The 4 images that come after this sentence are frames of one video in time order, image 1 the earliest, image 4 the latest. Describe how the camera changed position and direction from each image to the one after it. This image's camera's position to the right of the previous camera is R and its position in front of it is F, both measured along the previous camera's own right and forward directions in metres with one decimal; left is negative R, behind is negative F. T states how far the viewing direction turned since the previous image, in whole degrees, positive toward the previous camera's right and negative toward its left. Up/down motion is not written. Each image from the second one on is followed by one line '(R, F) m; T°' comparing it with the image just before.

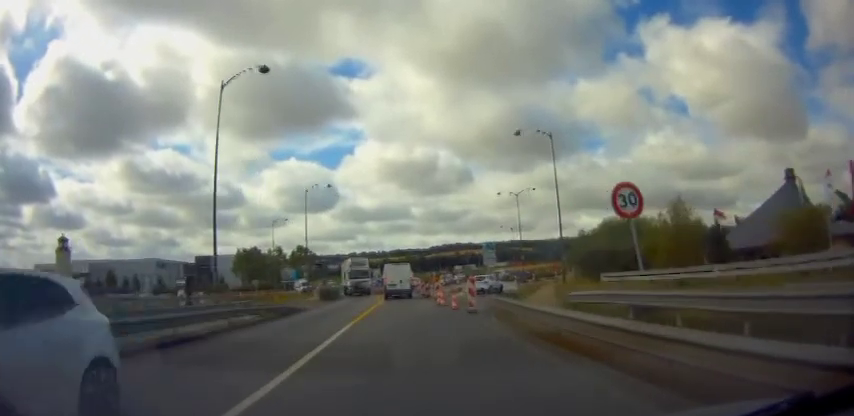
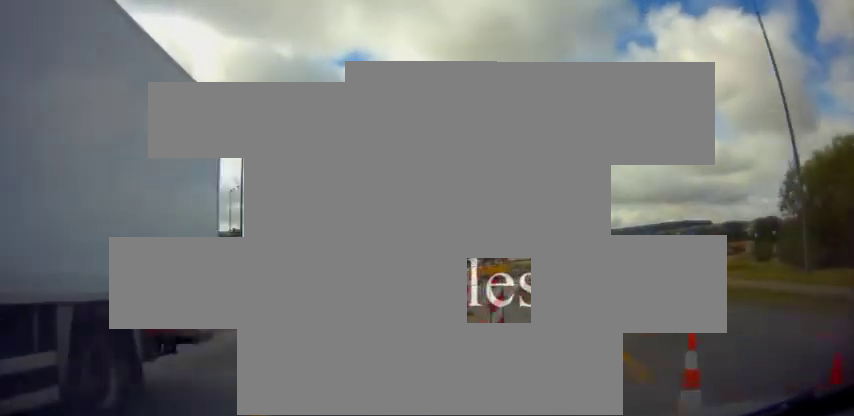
(-0.2, +26.2) m; -1°
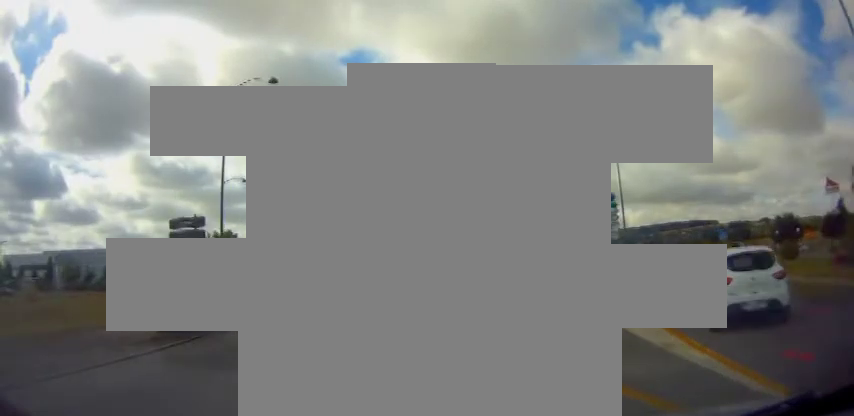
(0.0, +4.3) m; 0°
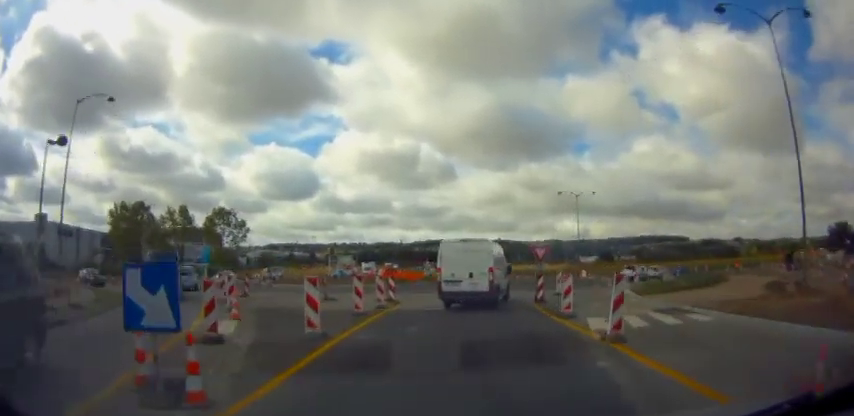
(+0.2, +23.3) m; +4°
